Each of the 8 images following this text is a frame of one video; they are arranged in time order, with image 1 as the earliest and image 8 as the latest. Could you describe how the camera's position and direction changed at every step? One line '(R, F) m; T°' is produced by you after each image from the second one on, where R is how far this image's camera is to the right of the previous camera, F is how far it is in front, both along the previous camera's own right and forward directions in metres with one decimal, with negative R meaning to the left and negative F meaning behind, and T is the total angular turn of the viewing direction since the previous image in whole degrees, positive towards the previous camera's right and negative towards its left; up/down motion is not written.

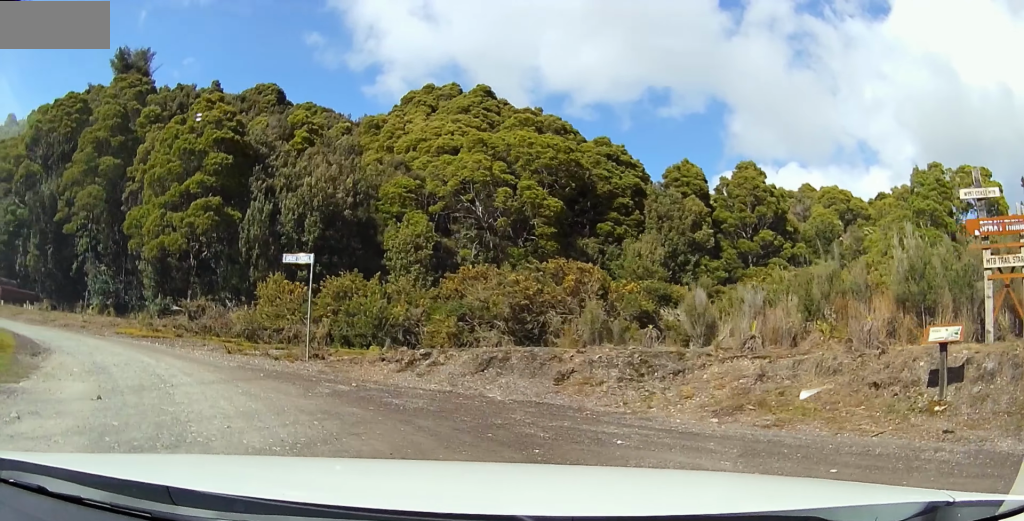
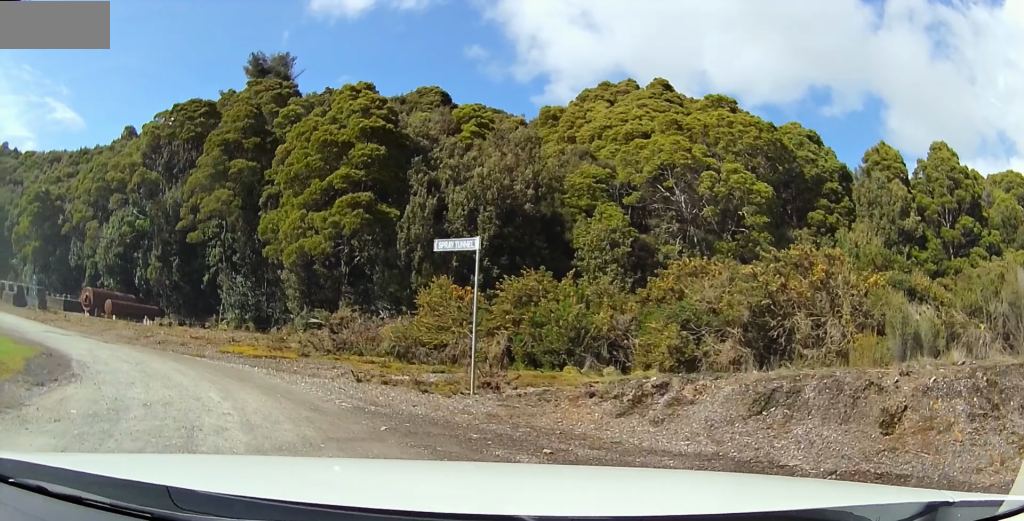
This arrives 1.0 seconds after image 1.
(-0.7, +5.0) m; -8°
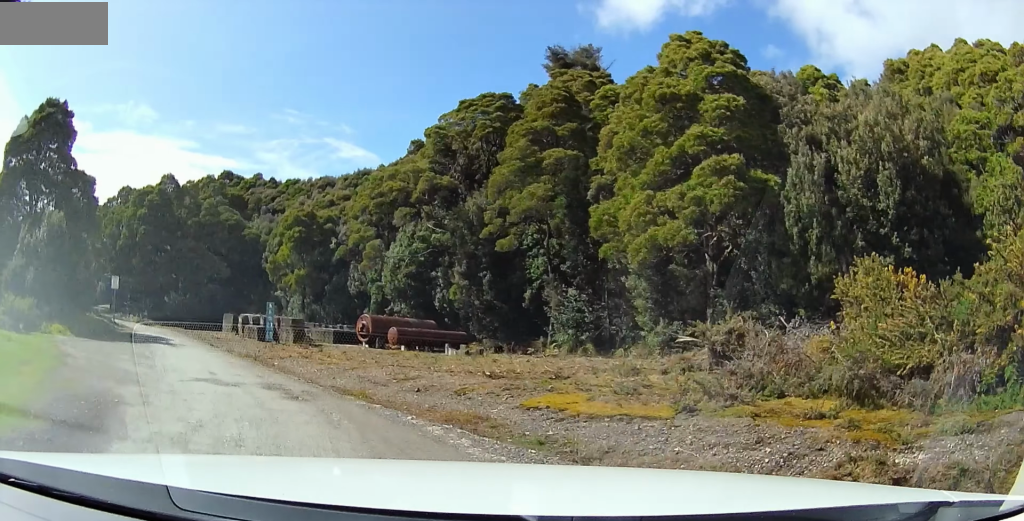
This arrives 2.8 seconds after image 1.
(0.0, +9.0) m; -16°
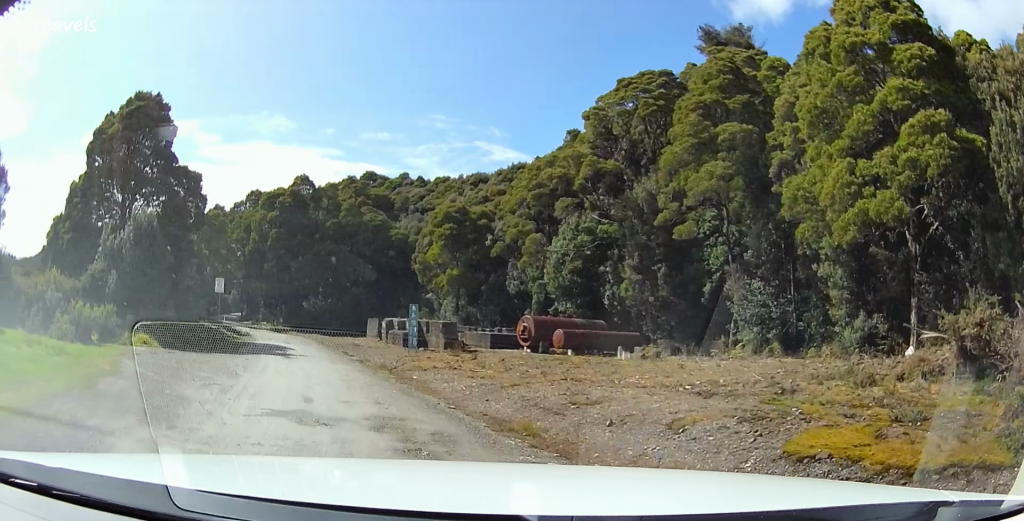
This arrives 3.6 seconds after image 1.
(-1.1, +4.2) m; -22°
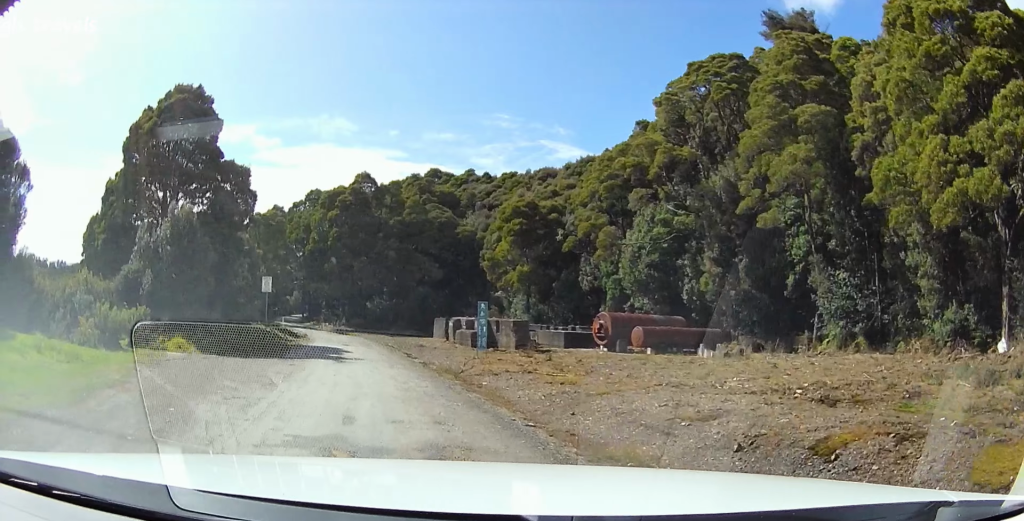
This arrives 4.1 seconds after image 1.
(-0.2, +2.2) m; -9°
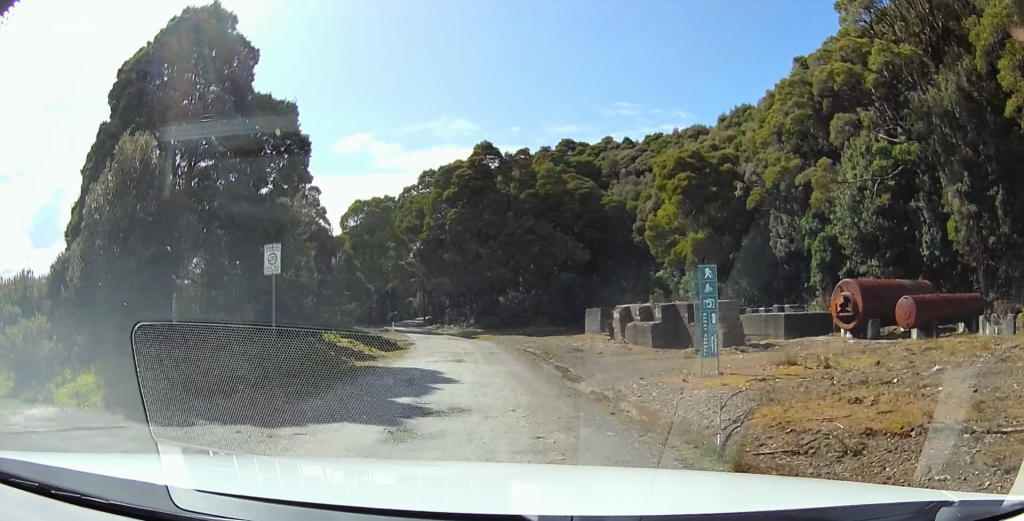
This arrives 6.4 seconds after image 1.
(-2.1, +11.3) m; -16°
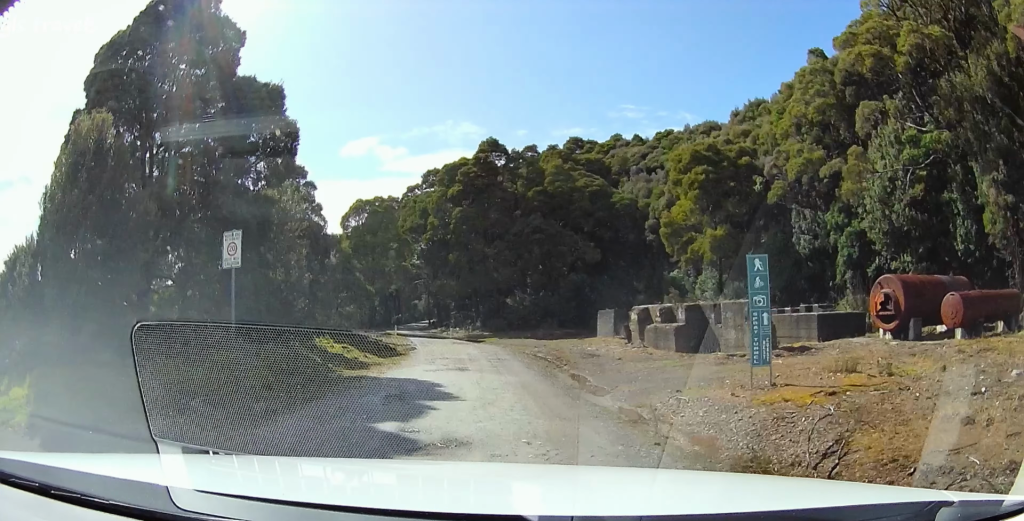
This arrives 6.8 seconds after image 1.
(-0.3, +2.1) m; 0°
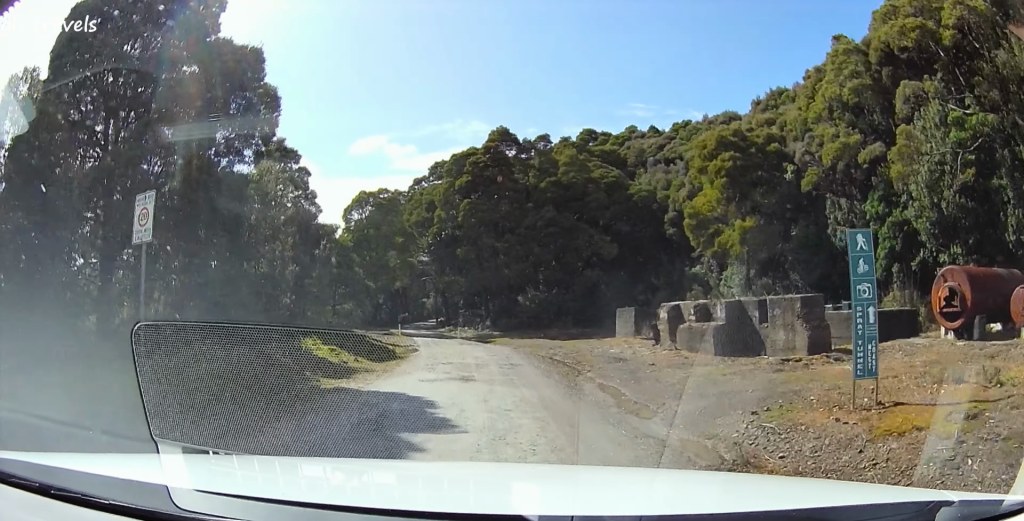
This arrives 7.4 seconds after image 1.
(+0.3, +2.9) m; +4°
